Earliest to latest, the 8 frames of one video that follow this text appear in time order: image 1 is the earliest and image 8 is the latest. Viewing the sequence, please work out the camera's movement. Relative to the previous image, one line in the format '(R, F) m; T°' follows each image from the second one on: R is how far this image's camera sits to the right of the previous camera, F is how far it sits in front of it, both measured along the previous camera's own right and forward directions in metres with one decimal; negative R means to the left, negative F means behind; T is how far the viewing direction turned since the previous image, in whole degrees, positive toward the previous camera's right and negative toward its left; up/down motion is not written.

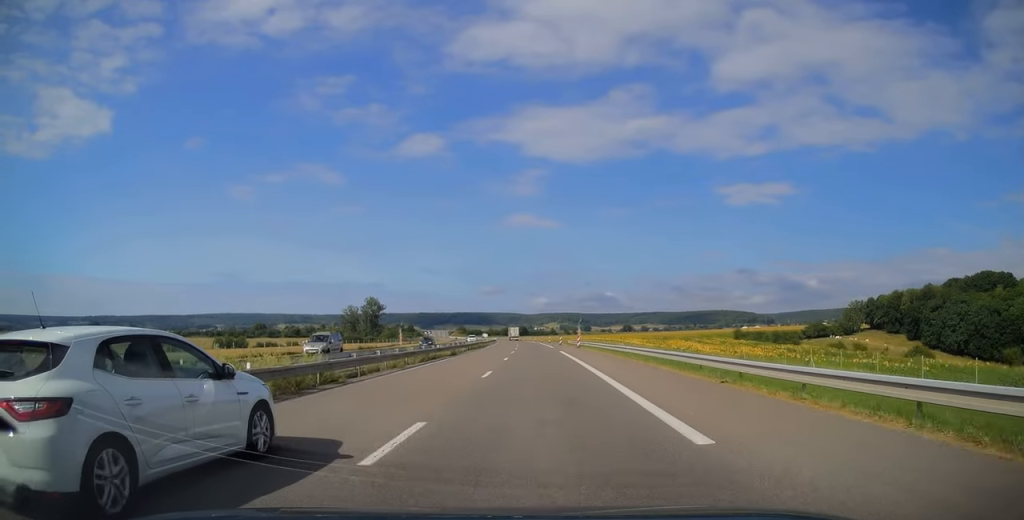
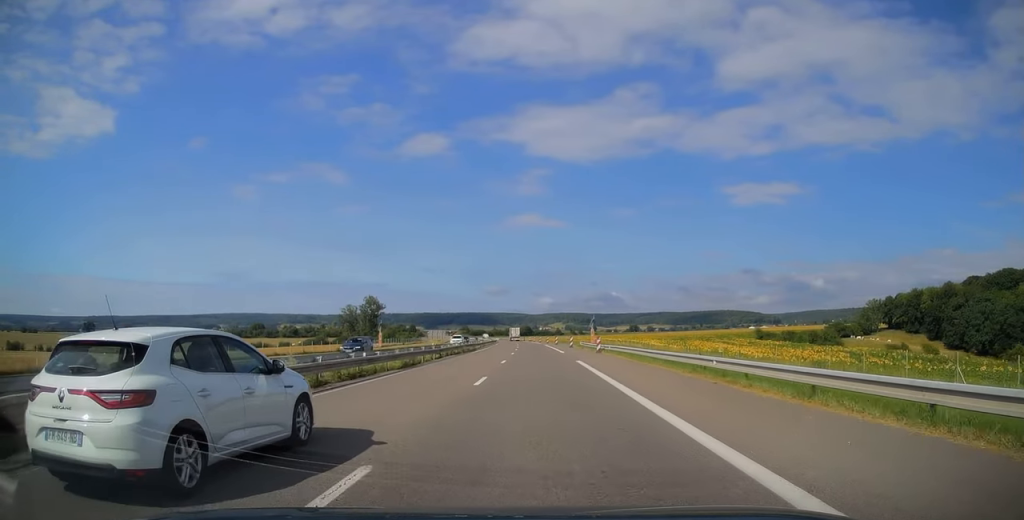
(-0.1, +15.9) m; 0°
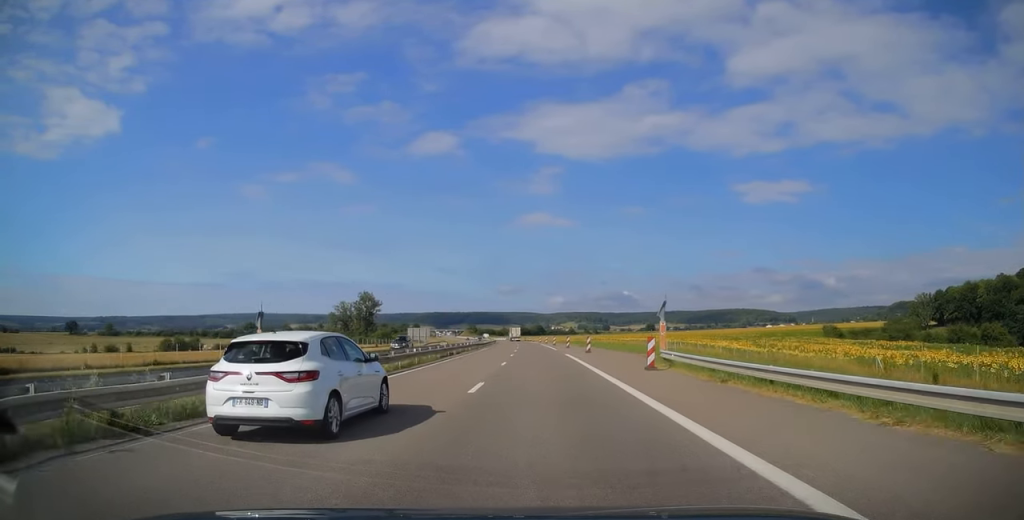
(-0.4, +40.8) m; -1°
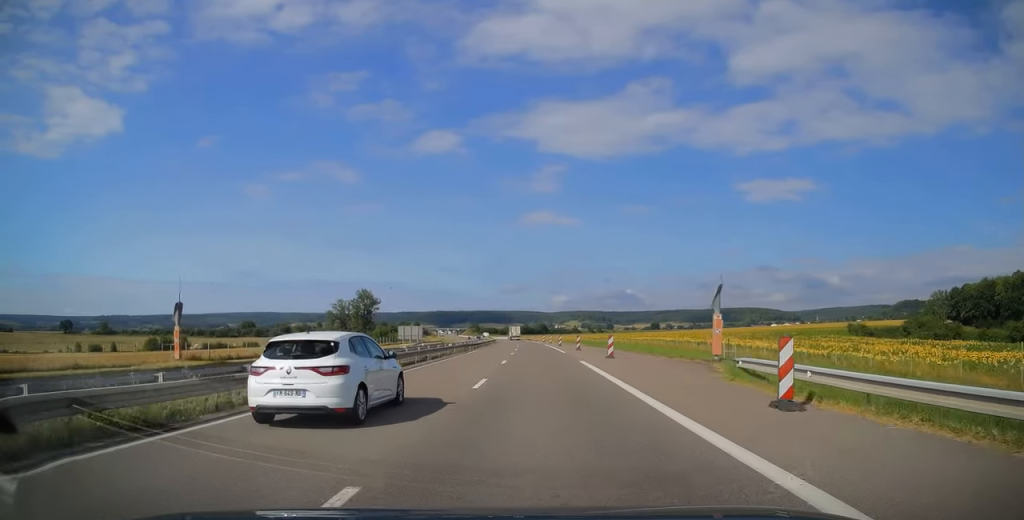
(-0.1, +12.0) m; 0°
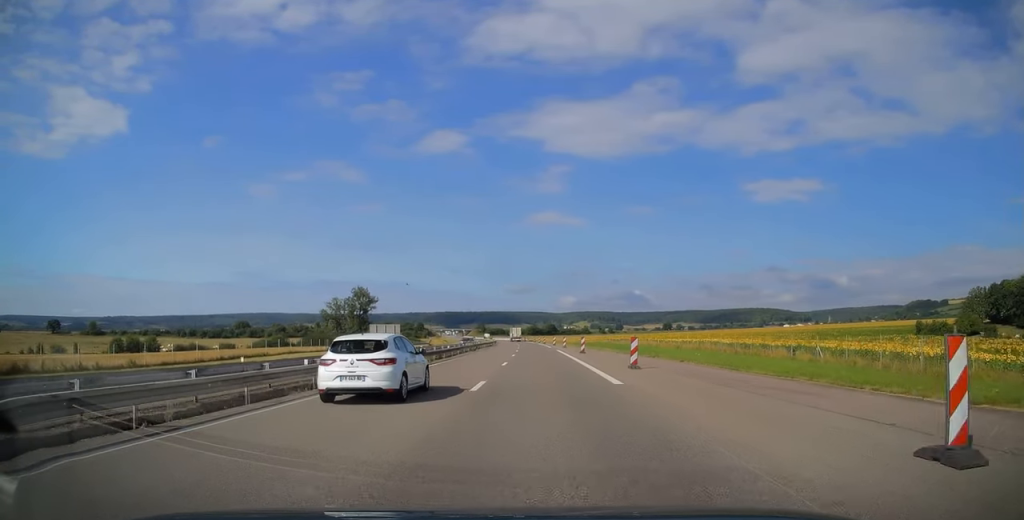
(-0.3, +26.7) m; -1°
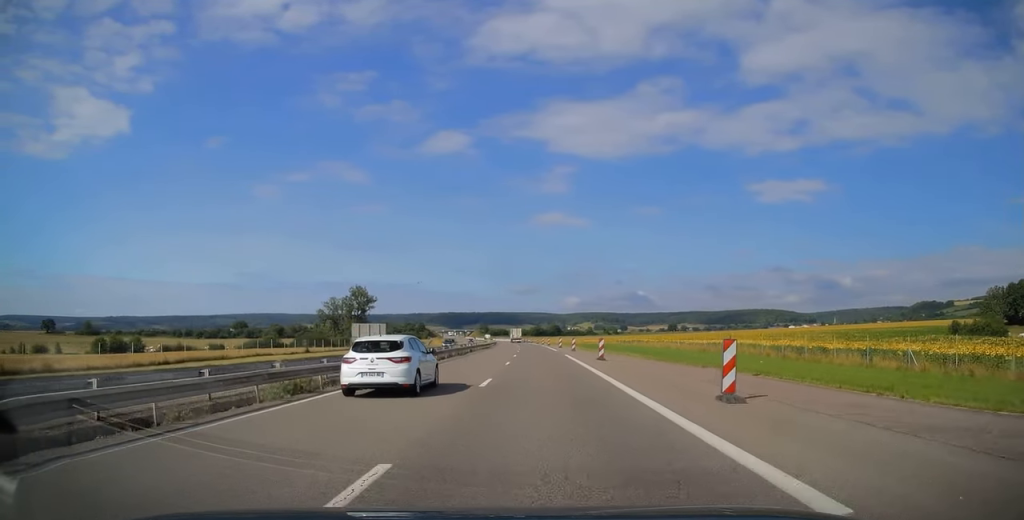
(0.0, +11.6) m; 0°
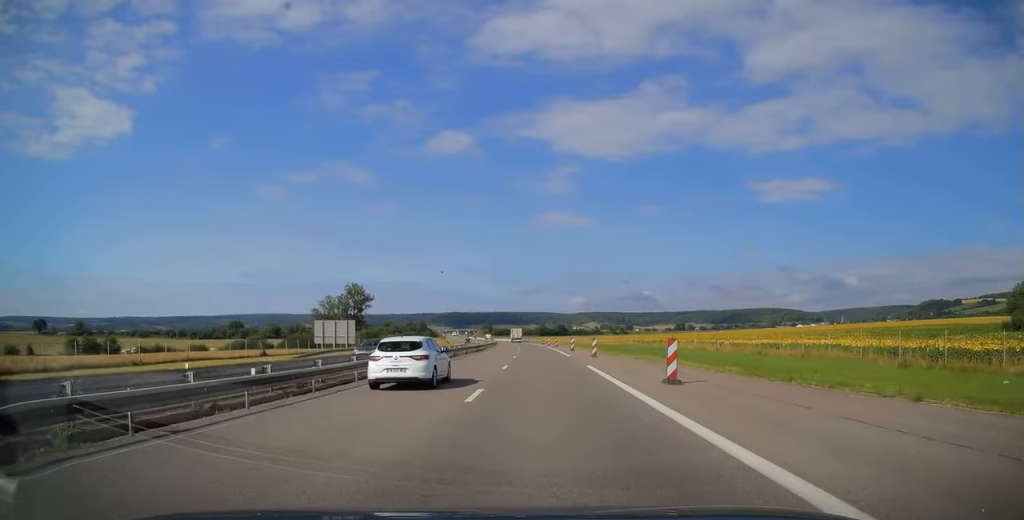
(-0.1, +17.0) m; -1°
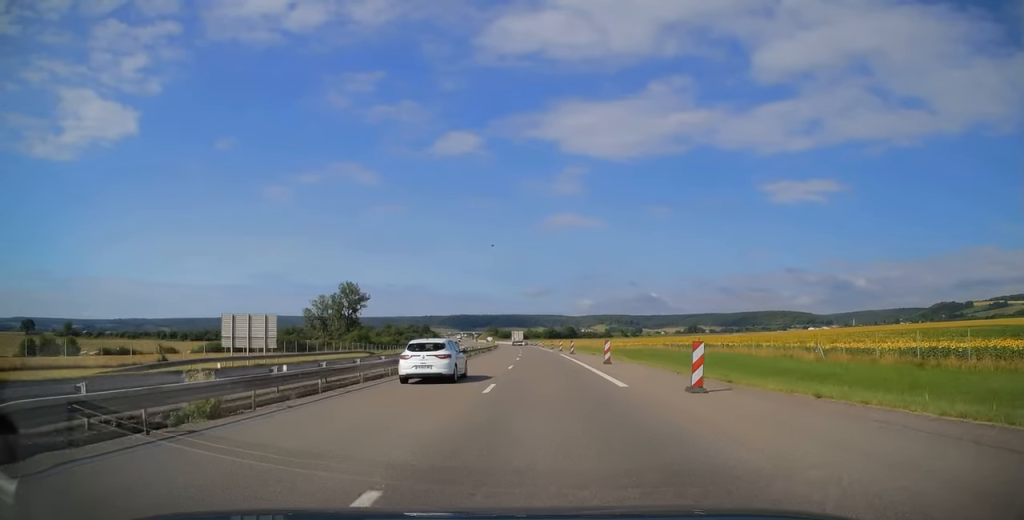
(-0.2, +23.8) m; -1°
